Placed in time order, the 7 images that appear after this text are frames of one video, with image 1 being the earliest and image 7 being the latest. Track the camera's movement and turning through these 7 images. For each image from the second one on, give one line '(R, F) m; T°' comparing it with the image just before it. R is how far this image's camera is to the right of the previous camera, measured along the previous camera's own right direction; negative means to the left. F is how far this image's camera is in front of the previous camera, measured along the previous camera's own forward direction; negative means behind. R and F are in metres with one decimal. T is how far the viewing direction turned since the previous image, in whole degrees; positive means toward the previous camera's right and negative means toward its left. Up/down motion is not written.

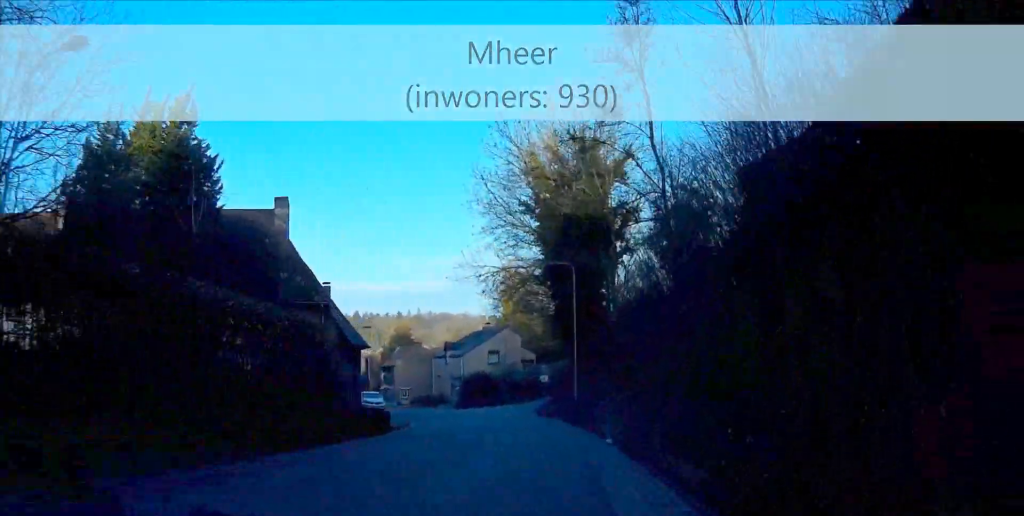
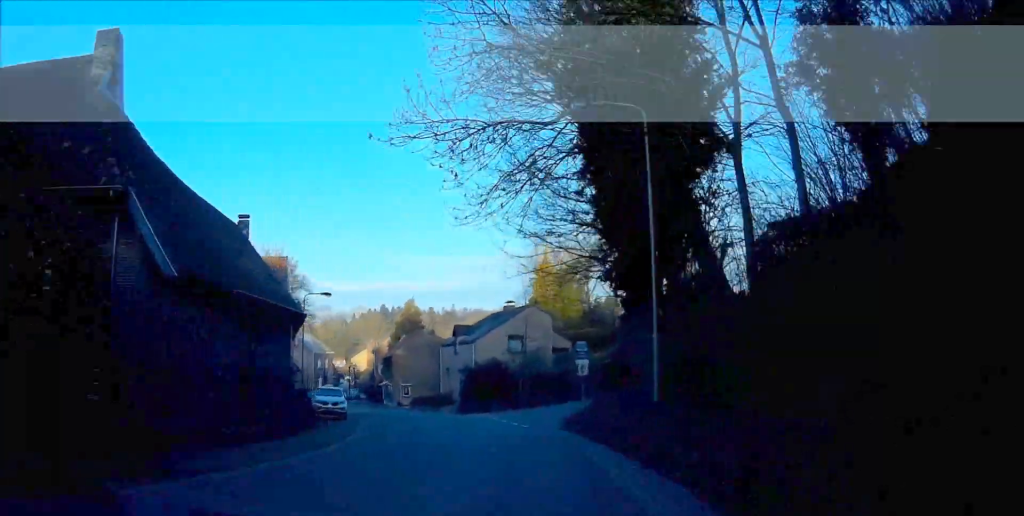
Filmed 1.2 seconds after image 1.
(+0.2, +18.0) m; -4°
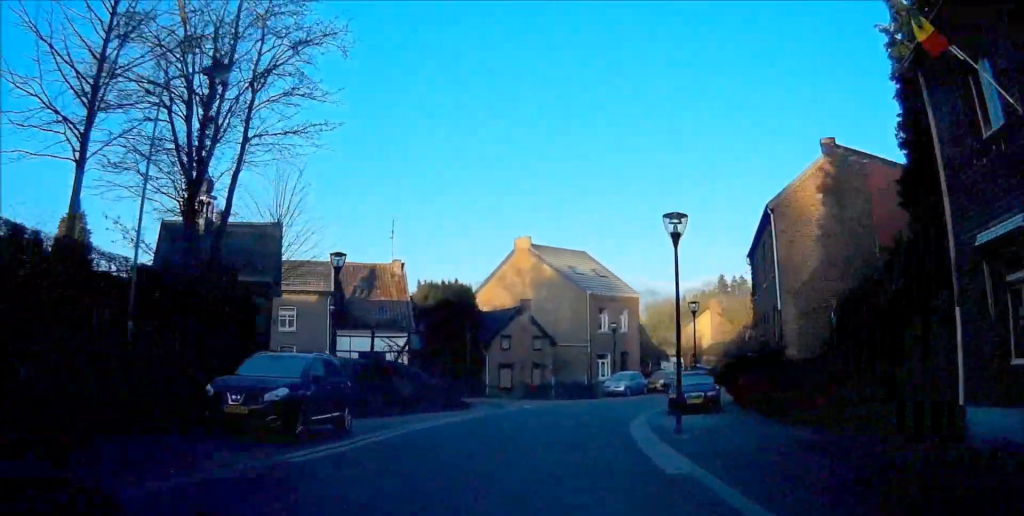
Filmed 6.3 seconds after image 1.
(-13.4, +71.1) m; -9°
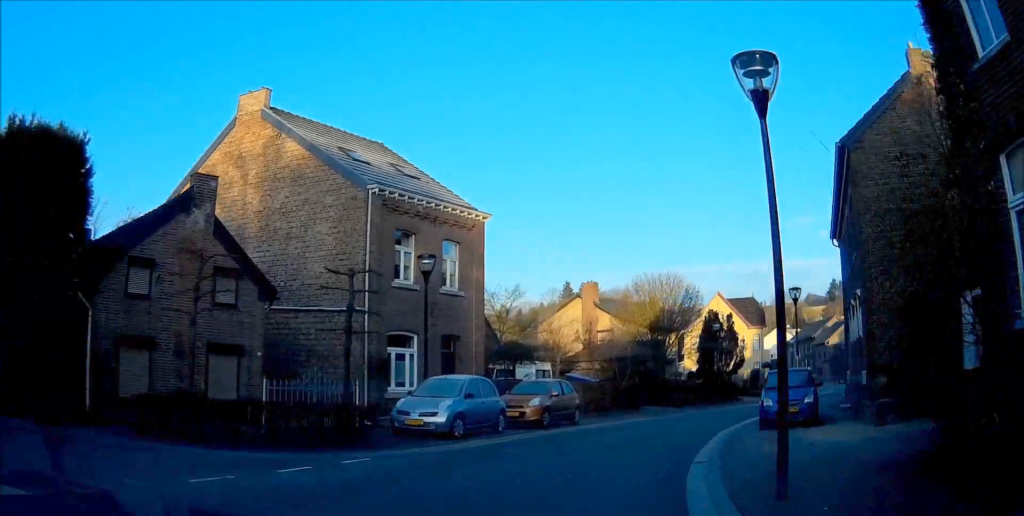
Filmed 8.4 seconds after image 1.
(+2.9, +28.0) m; +17°
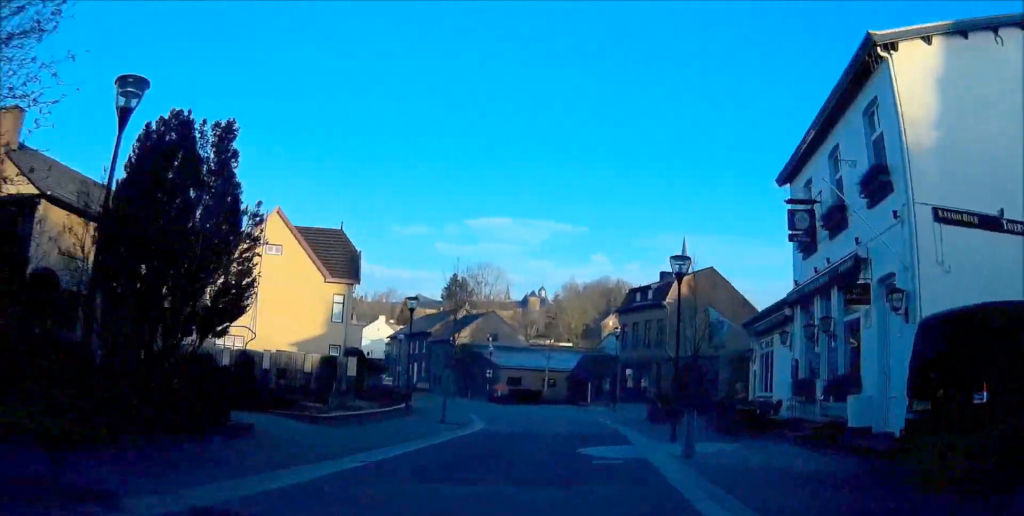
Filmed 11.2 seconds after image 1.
(+7.9, +35.7) m; +17°
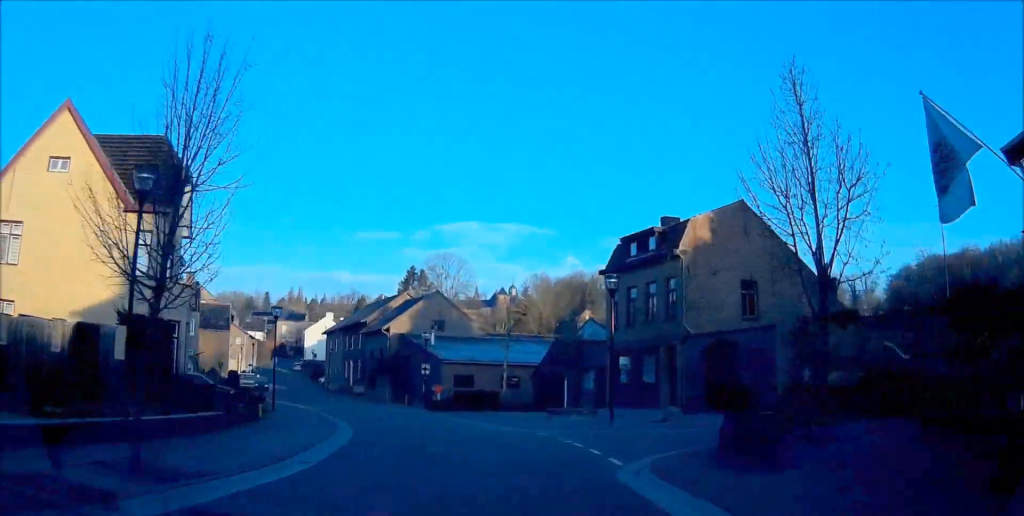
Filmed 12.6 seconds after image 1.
(-0.2, +19.2) m; -5°
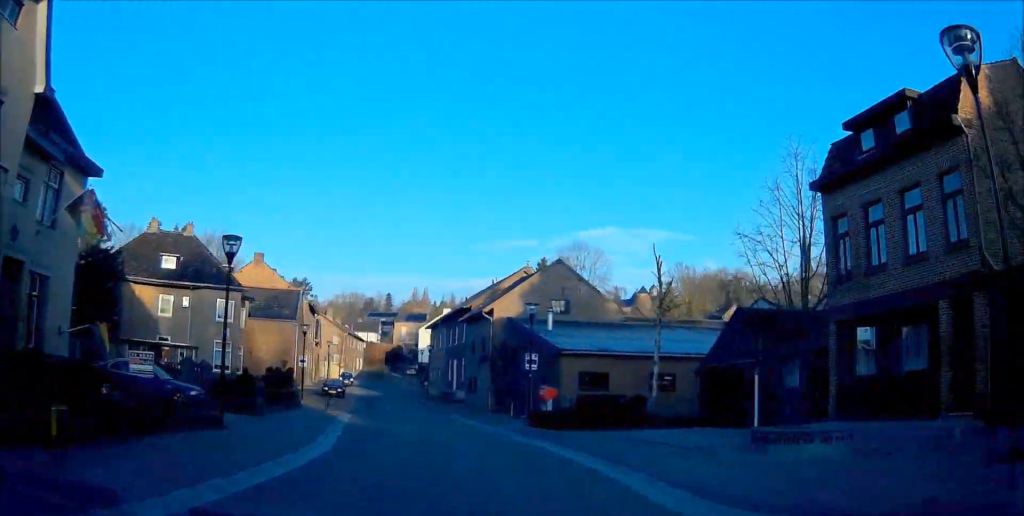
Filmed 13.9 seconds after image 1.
(-0.8, +17.6) m; -6°
